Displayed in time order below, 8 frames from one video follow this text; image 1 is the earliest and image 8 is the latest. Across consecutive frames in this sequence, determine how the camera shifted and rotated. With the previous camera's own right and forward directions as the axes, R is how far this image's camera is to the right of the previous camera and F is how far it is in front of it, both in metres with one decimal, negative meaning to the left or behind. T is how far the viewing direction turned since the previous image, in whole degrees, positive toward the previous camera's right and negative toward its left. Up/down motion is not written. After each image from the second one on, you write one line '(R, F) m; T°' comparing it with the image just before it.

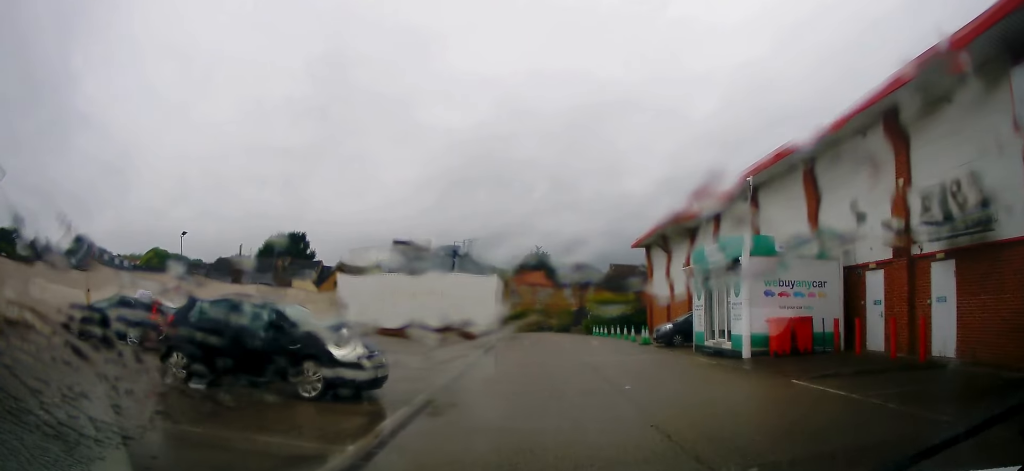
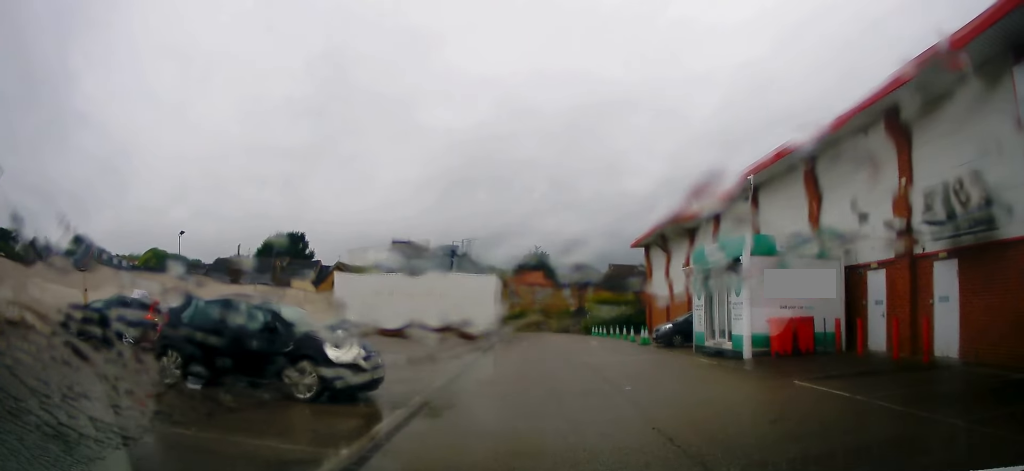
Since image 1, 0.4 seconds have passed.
(-0.1, +0.2) m; 0°
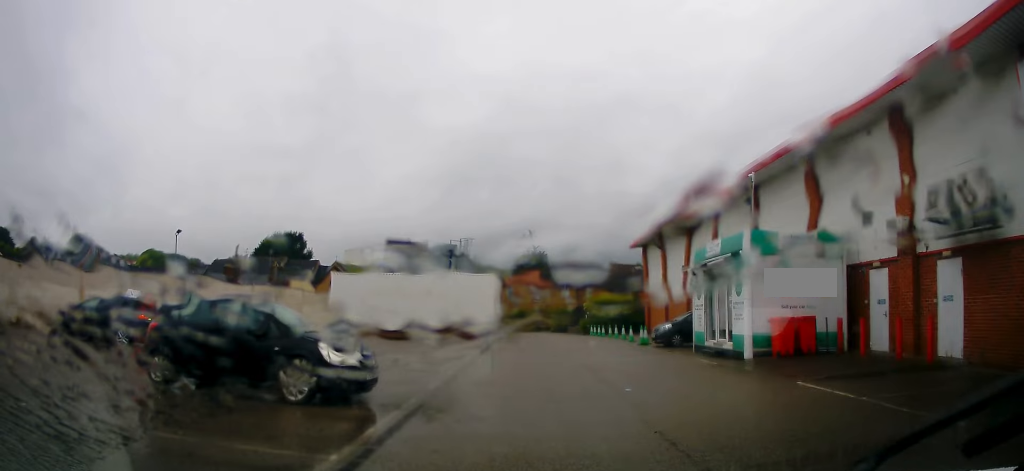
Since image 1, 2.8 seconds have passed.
(+0.2, +0.6) m; 0°
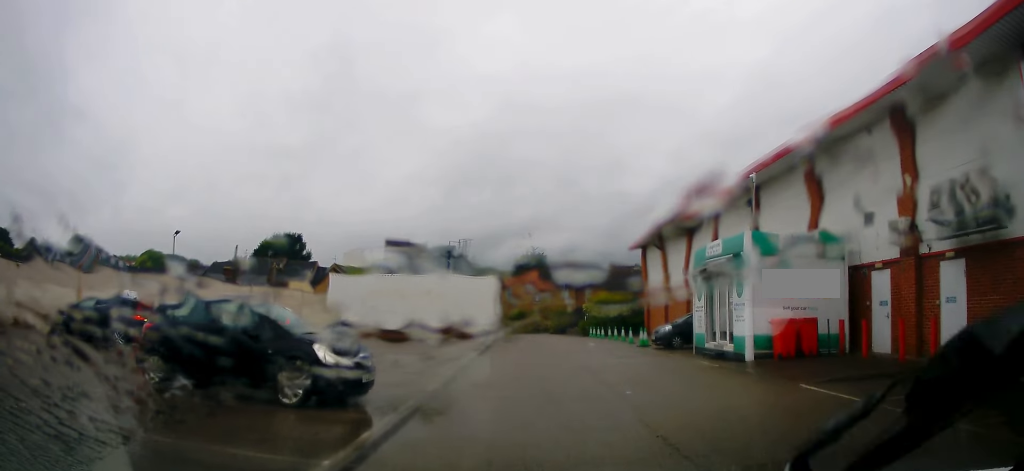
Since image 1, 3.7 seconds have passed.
(+0.1, +0.2) m; 0°
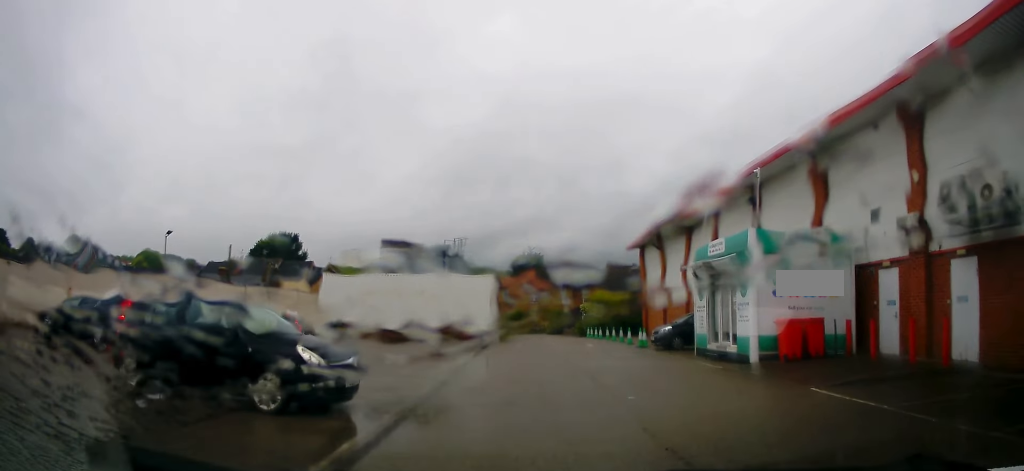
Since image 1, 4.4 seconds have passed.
(+0.3, +0.3) m; 0°
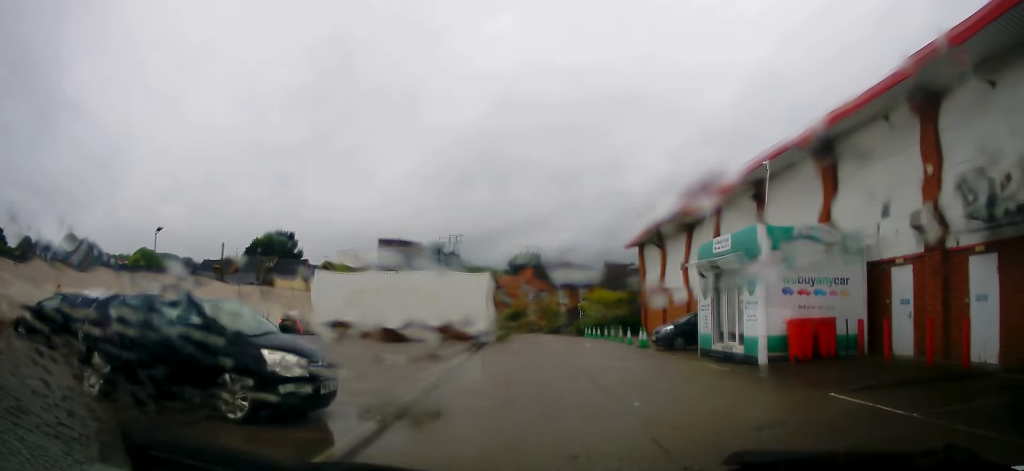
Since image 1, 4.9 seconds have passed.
(+0.1, +0.4) m; +1°
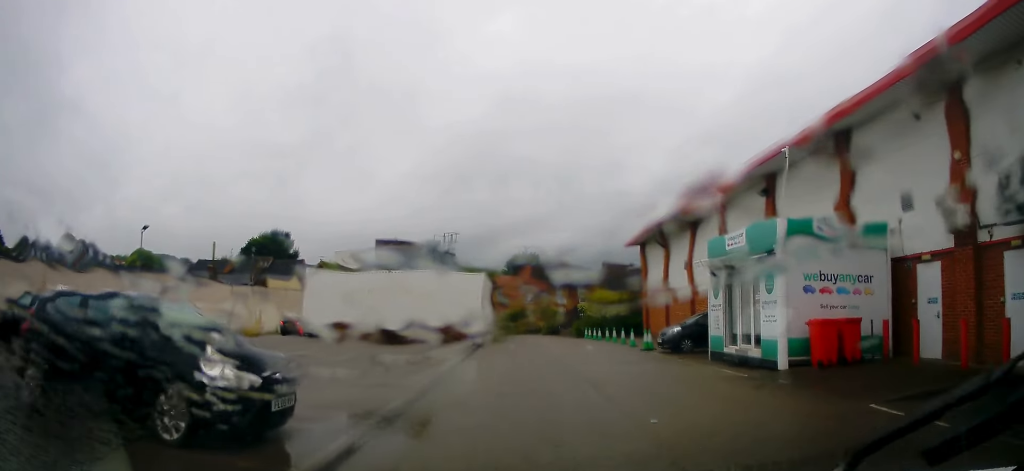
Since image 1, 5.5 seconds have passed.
(-0.2, +1.0) m; +6°
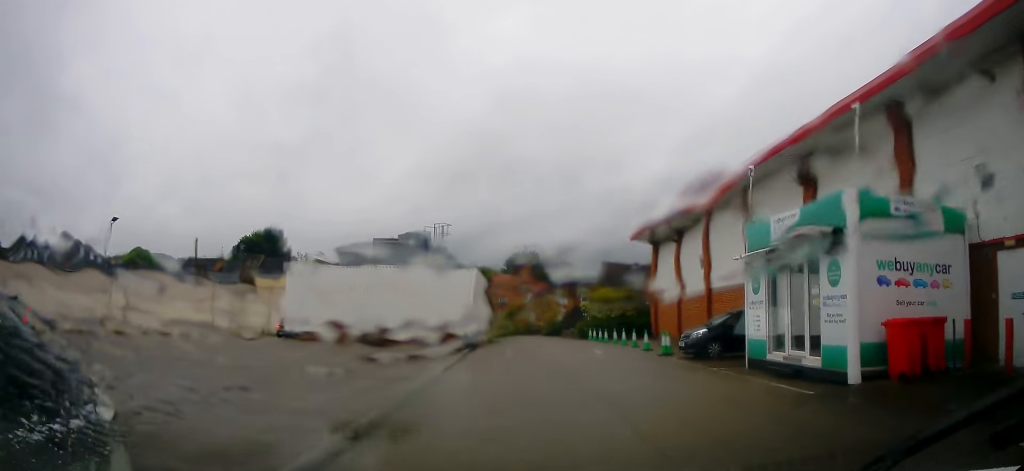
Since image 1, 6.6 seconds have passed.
(+0.4, +2.7) m; +3°
